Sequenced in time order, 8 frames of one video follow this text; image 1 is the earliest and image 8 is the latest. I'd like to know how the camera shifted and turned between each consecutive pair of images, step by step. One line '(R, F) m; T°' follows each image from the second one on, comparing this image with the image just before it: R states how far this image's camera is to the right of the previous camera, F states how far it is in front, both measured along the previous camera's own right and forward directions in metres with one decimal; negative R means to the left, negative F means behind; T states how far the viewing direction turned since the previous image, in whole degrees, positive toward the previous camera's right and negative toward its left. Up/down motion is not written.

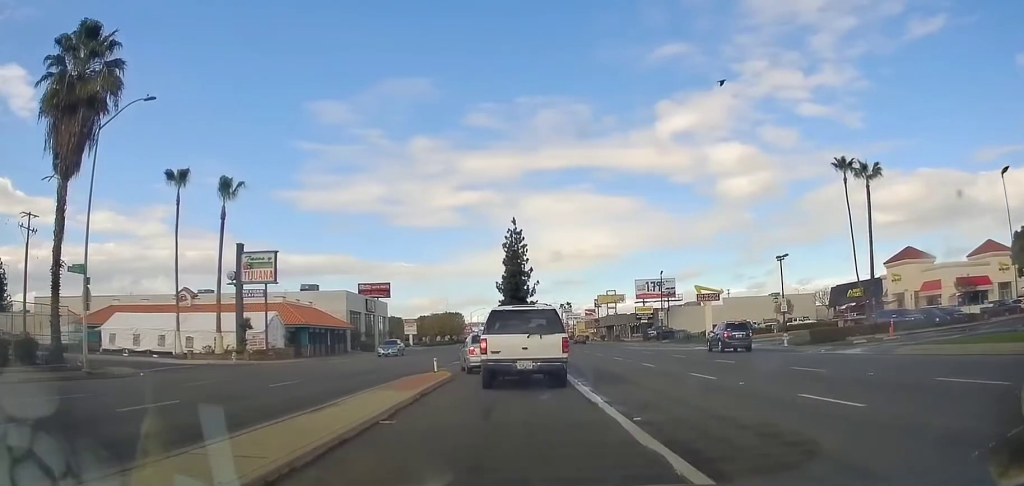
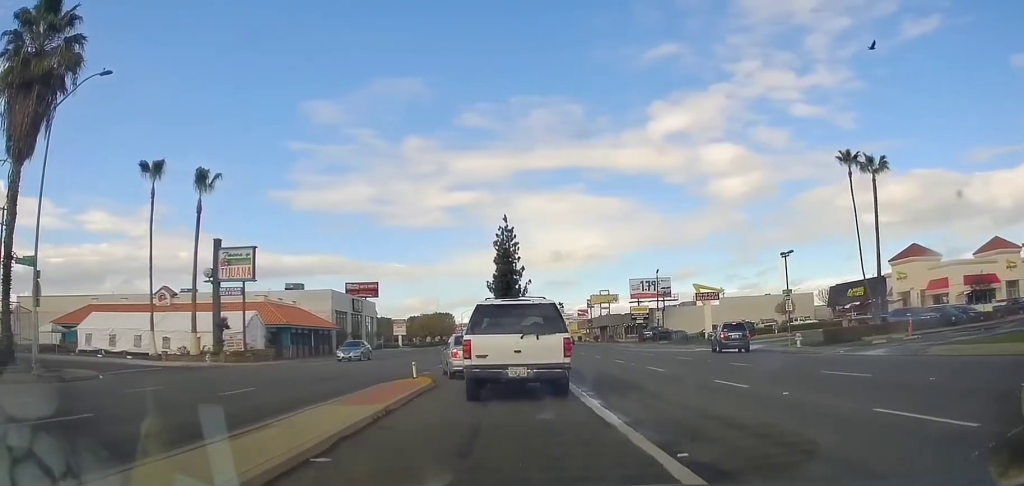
(0.0, +3.0) m; 0°
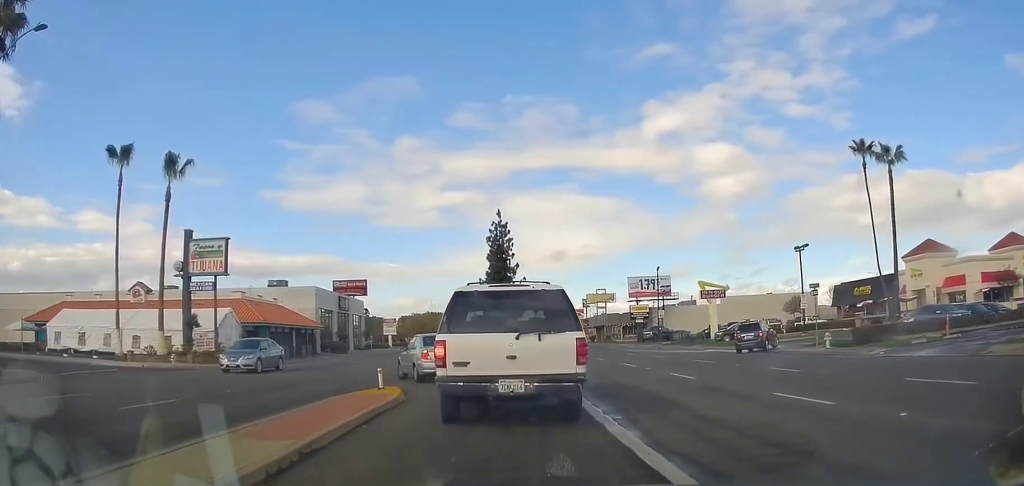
(+0.1, +4.6) m; +2°
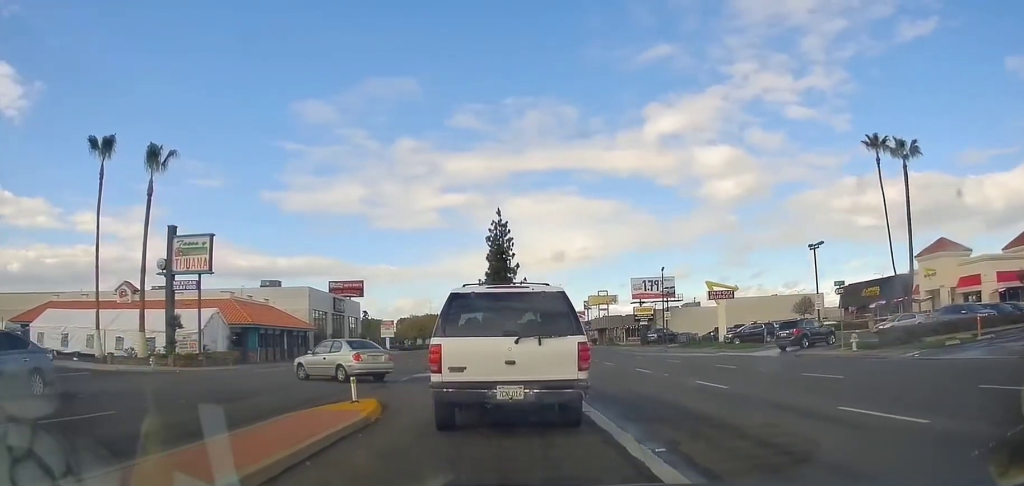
(+0.1, +4.0) m; +3°
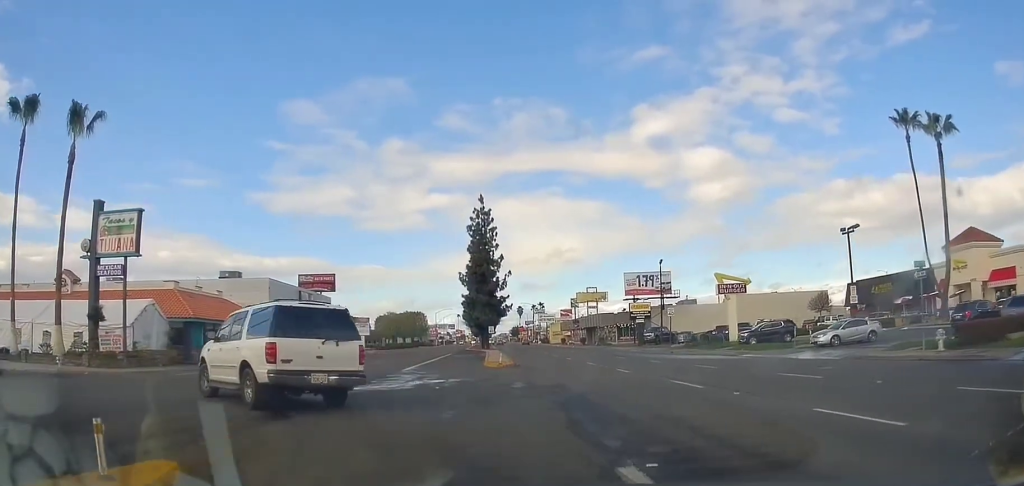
(+0.4, +6.7) m; +2°
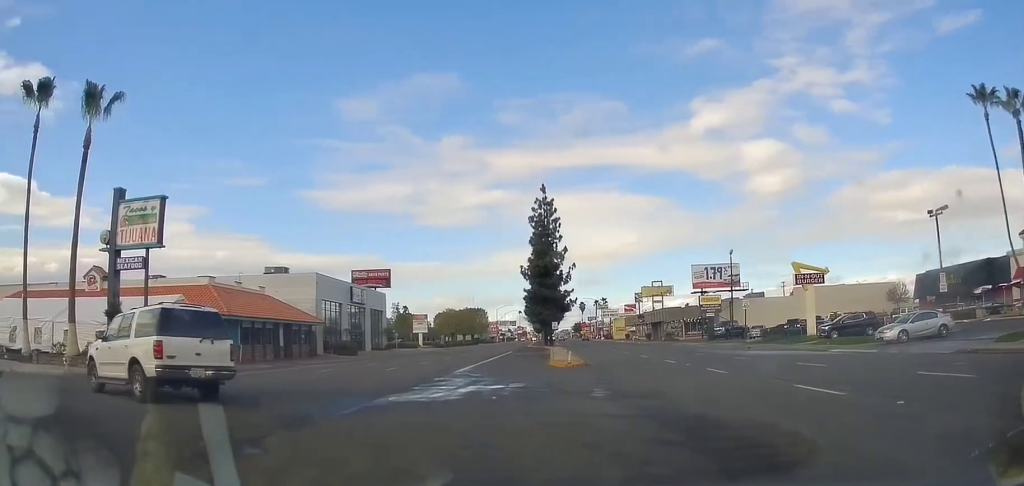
(-0.2, +2.3) m; -10°
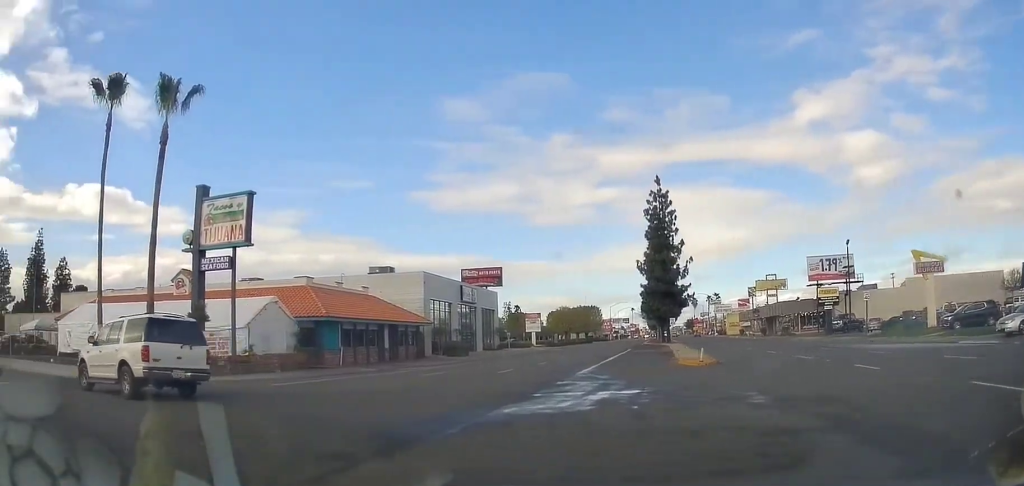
(-0.1, +1.6) m; -11°
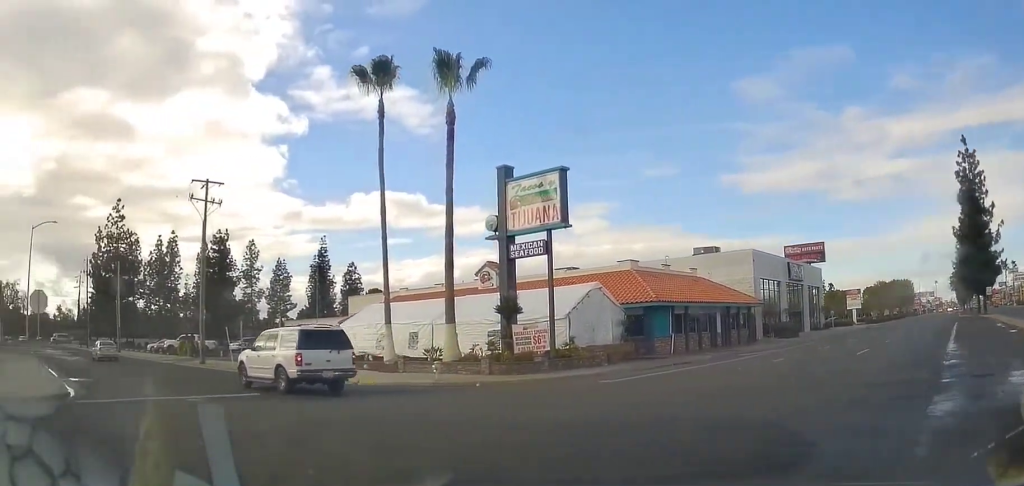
(-0.3, +2.1) m; -25°
